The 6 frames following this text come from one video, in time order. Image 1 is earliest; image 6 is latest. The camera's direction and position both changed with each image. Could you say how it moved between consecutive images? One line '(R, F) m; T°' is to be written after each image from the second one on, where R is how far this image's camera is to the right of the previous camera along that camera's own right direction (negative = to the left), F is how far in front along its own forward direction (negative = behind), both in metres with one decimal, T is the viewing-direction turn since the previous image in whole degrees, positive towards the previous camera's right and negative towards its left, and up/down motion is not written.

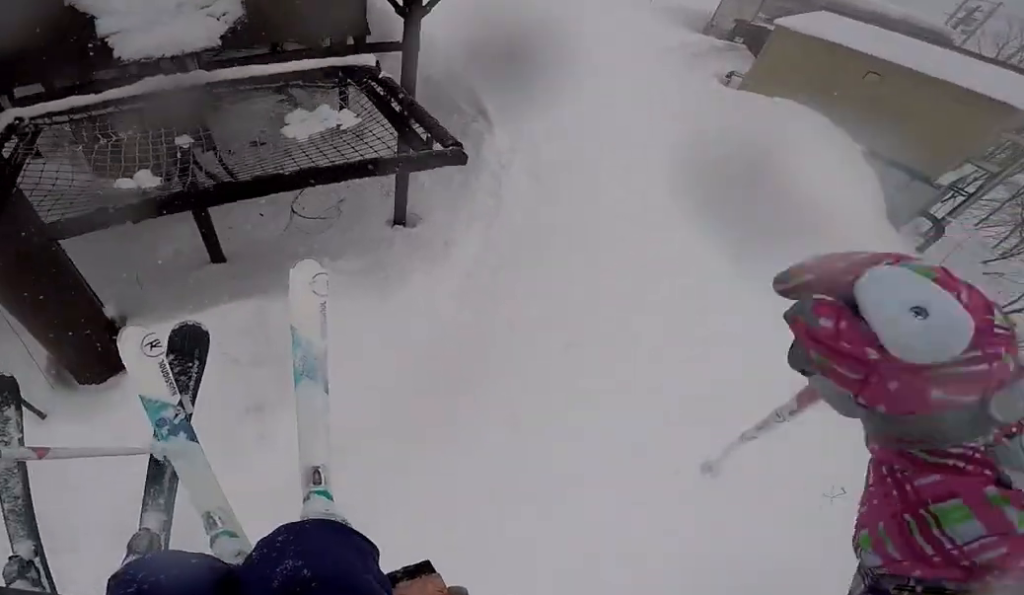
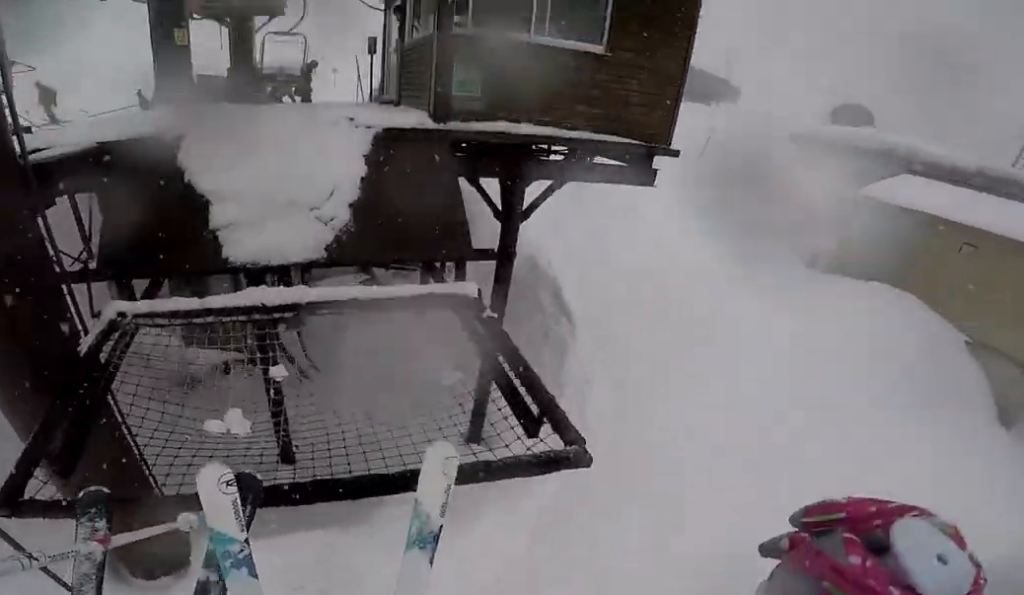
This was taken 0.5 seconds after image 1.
(+0.2, +0.8) m; +5°
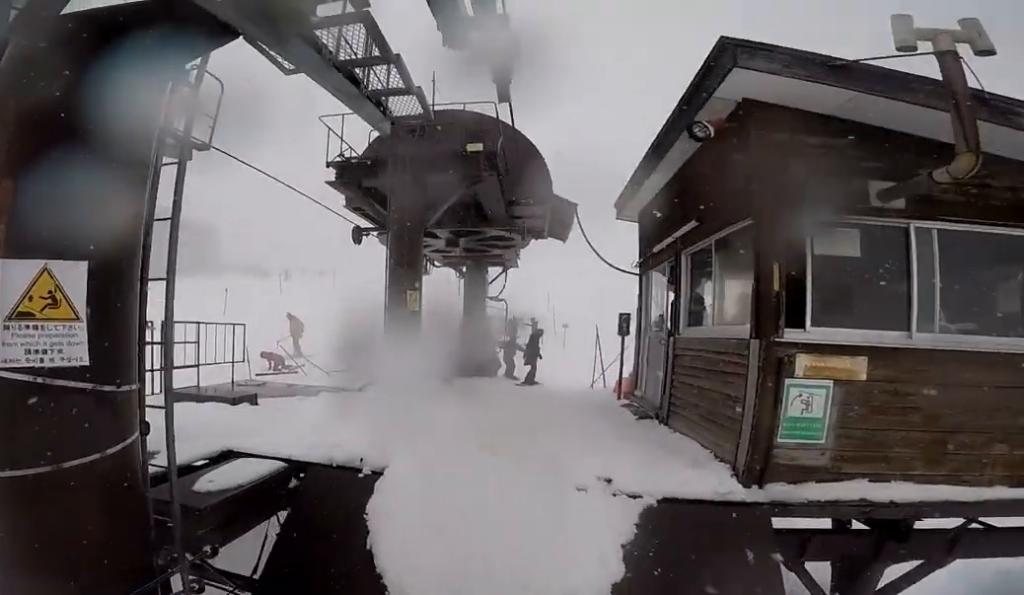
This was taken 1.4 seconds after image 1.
(+0.2, +1.4) m; -9°
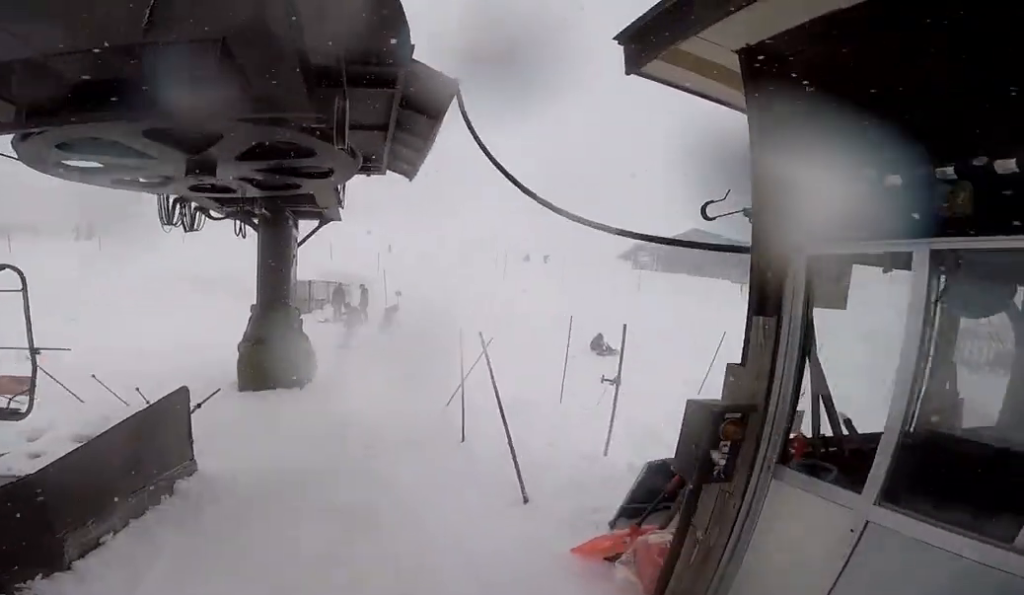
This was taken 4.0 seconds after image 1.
(-2.2, +4.2) m; -10°
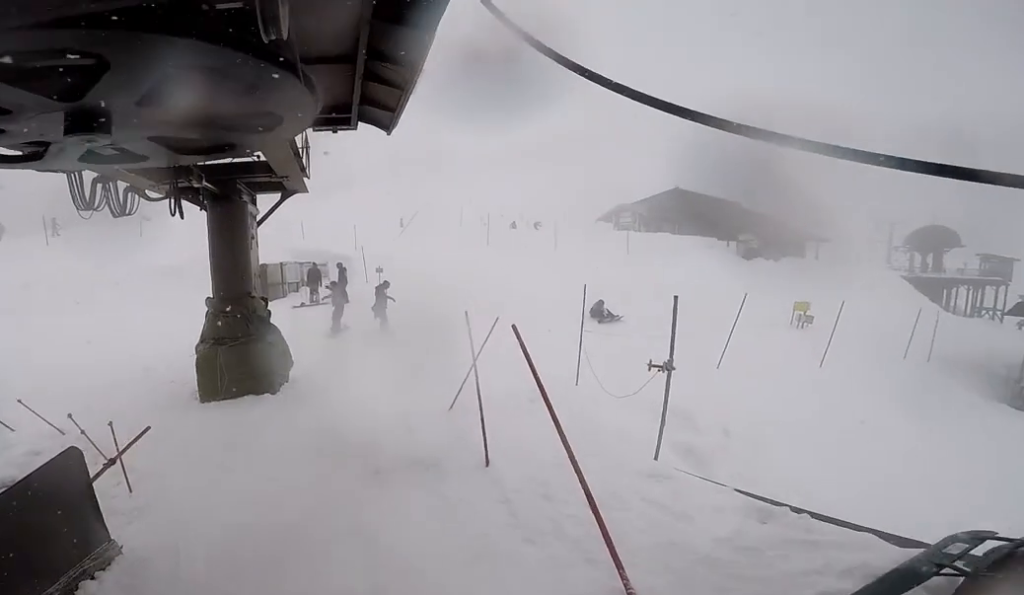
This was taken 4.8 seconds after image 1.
(+0.2, +1.8) m; +11°
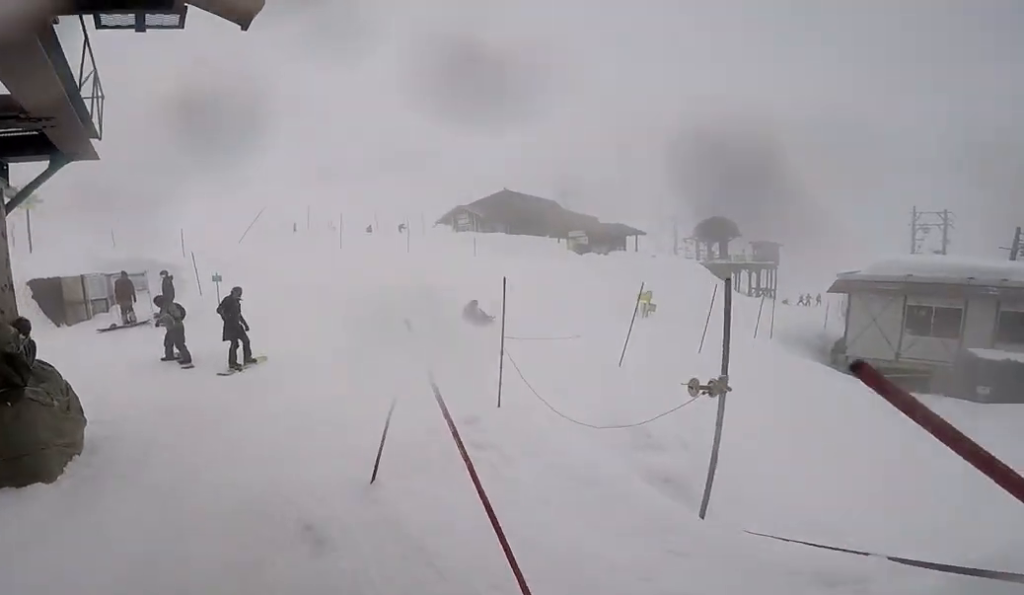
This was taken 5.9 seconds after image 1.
(+0.3, +2.5) m; -9°
